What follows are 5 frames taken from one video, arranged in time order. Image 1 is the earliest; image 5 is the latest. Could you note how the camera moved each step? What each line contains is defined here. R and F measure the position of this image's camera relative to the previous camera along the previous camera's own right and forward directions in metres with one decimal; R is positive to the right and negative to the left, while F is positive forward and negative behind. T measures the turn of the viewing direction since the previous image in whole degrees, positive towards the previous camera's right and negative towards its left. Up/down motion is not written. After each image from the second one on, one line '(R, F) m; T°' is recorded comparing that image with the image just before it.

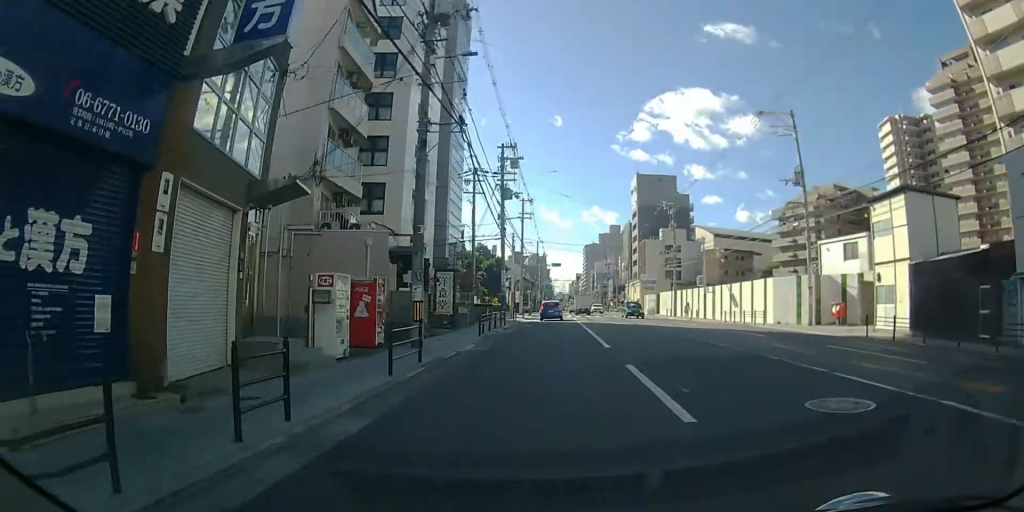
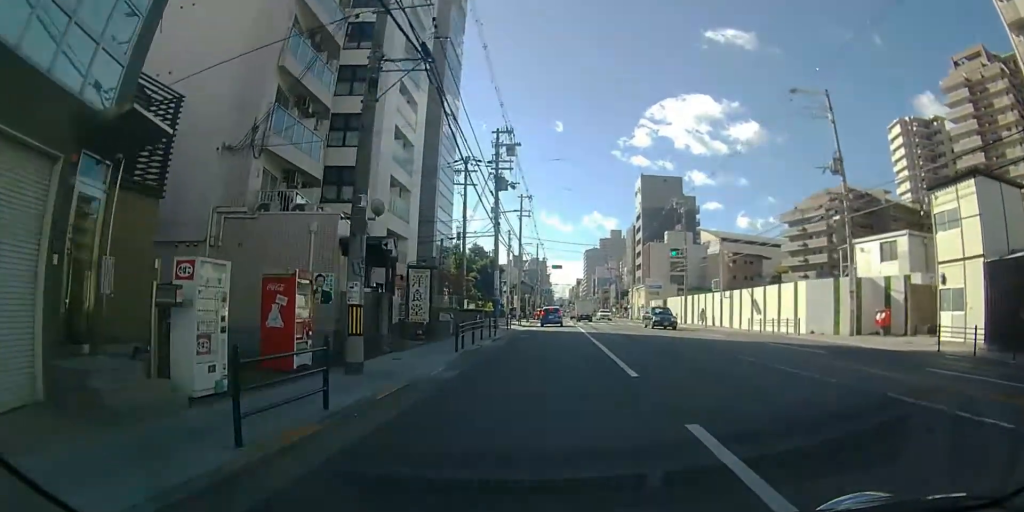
(+0.2, +4.4) m; -2°
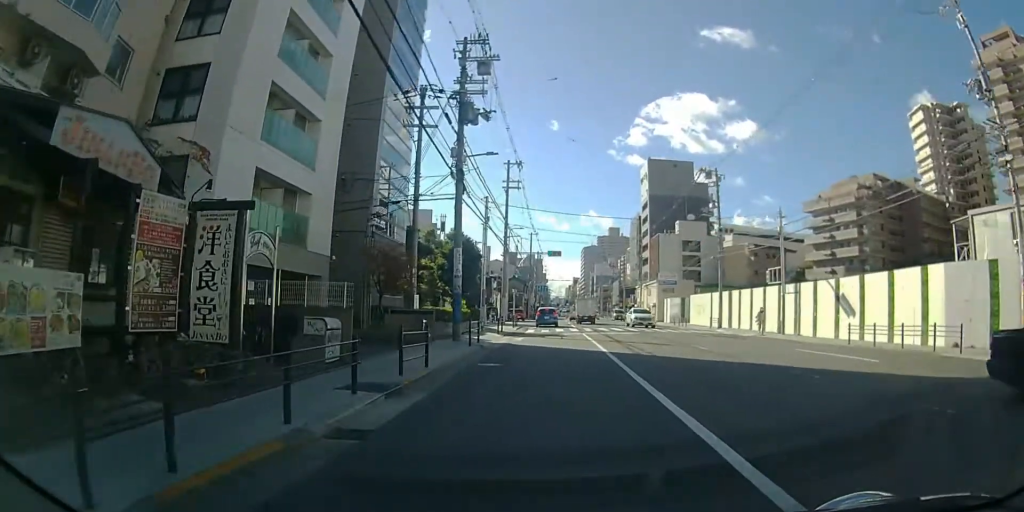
(-0.9, +12.2) m; -1°
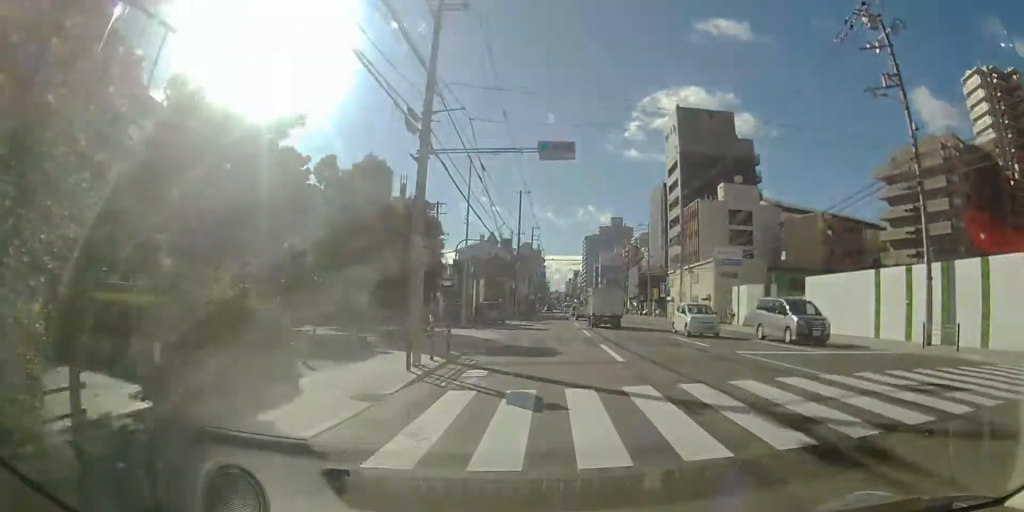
(+1.8, +25.2) m; +5°
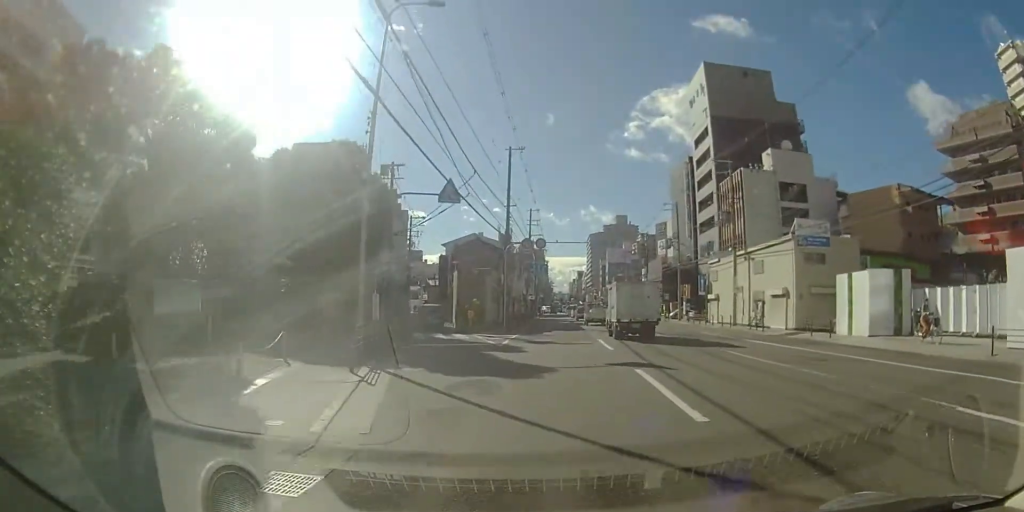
(-1.2, +15.9) m; -3°
